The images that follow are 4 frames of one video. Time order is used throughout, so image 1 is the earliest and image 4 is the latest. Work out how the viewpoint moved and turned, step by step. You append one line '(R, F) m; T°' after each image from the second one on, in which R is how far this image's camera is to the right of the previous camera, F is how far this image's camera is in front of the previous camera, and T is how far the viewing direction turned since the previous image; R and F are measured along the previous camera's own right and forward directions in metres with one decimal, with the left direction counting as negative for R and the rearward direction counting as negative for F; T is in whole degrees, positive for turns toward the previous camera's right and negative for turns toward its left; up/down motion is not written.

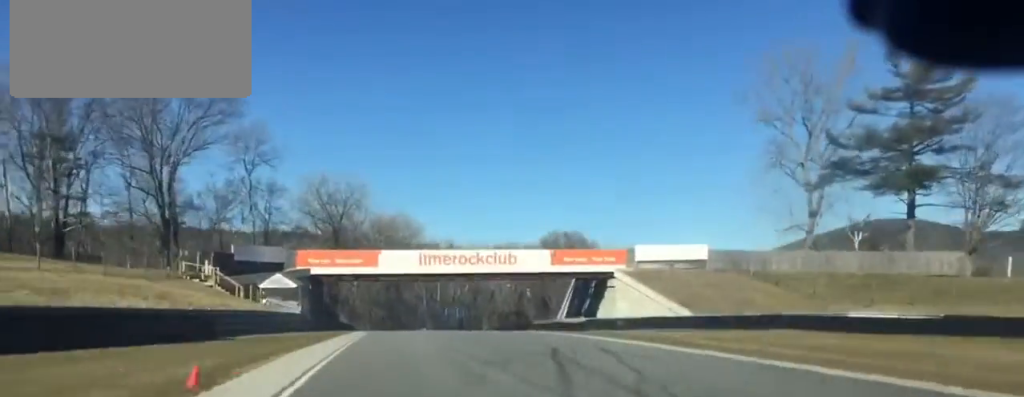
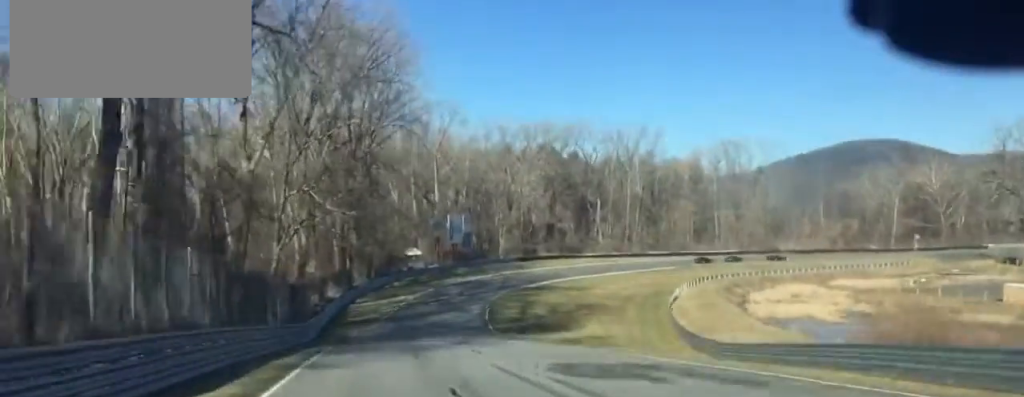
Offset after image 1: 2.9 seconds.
(+7.4, +106.3) m; +7°
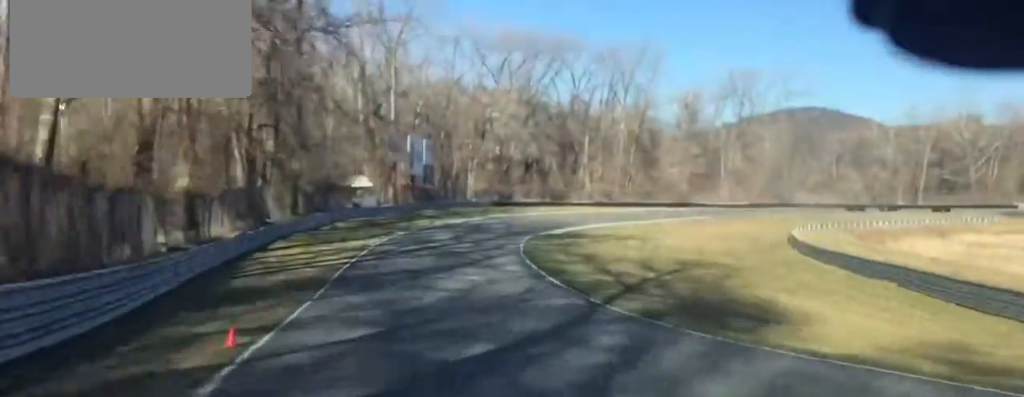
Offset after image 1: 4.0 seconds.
(+0.9, +41.6) m; +5°
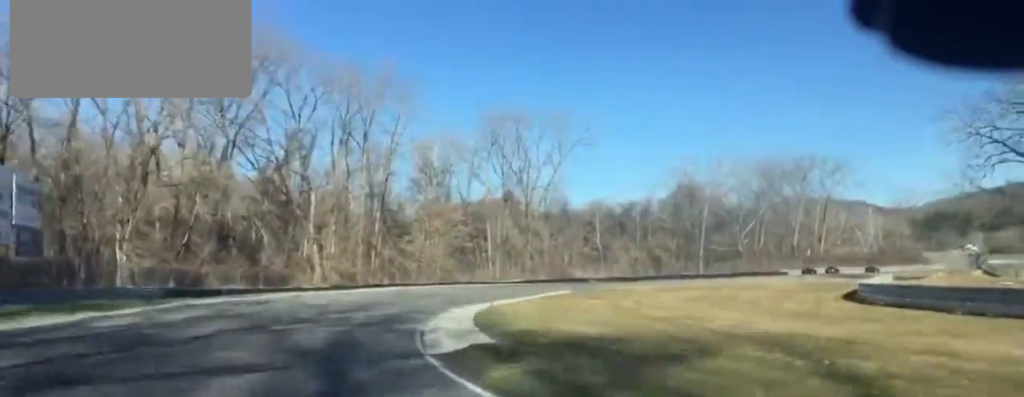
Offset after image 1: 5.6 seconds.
(+8.5, +57.5) m; +20°
